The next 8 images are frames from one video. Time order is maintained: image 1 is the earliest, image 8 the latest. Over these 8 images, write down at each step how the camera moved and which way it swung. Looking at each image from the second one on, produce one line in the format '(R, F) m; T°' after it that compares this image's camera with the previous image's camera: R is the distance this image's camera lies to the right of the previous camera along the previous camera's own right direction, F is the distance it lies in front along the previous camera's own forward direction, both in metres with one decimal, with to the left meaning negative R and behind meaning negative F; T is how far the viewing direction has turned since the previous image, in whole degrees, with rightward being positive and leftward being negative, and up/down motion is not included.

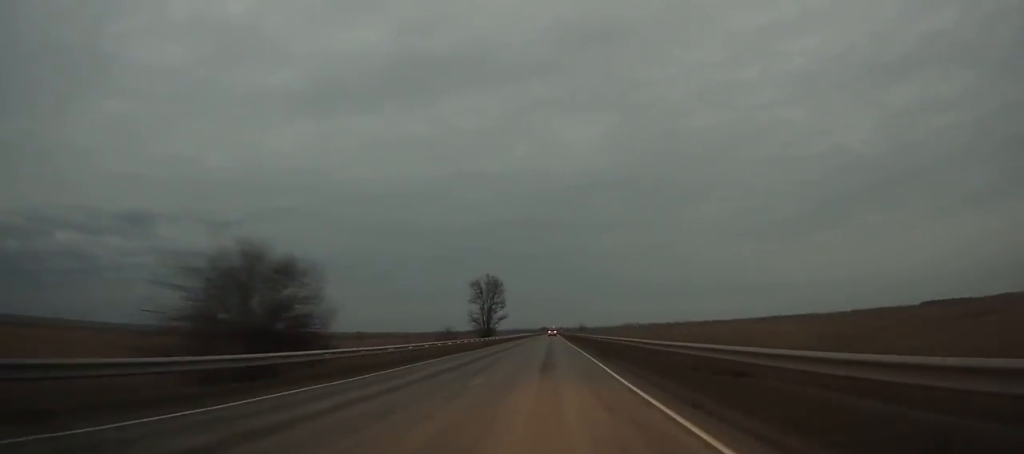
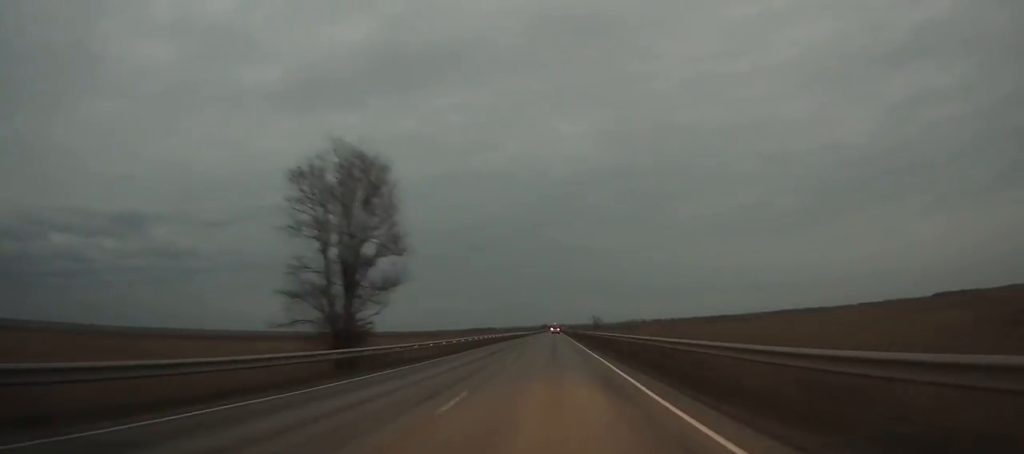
(-0.1, +63.4) m; 0°
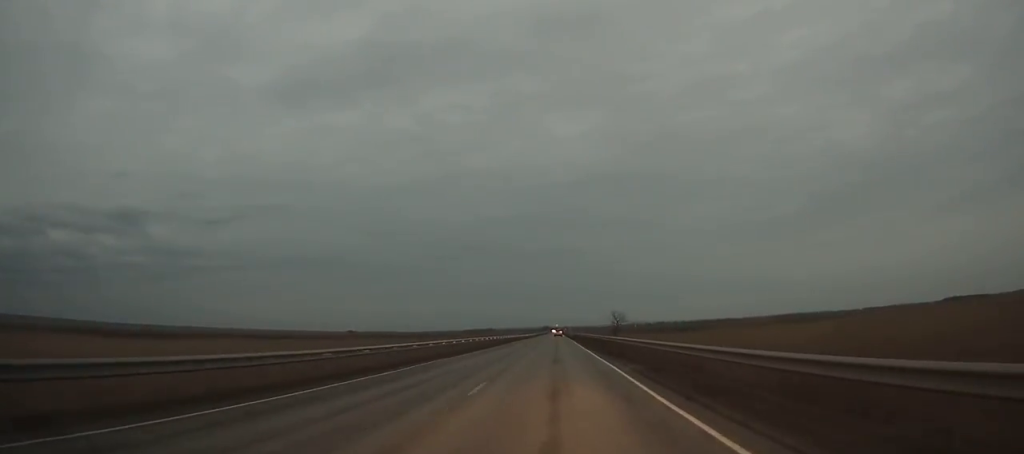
(0.0, +44.3) m; 0°
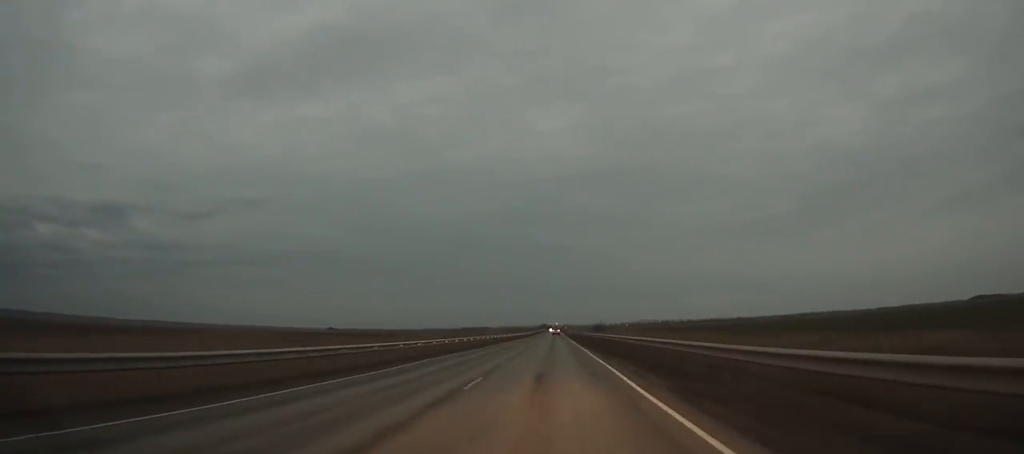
(+0.3, +140.8) m; 0°
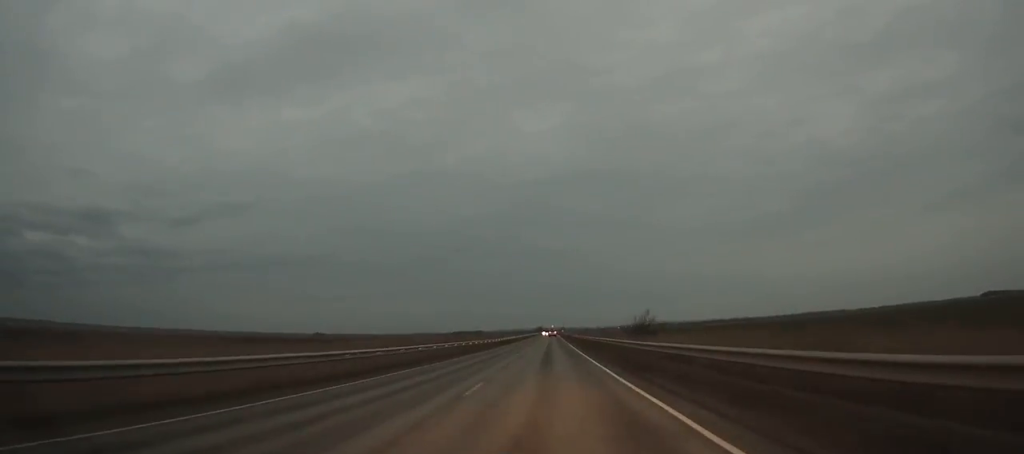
(-0.2, +72.0) m; 0°
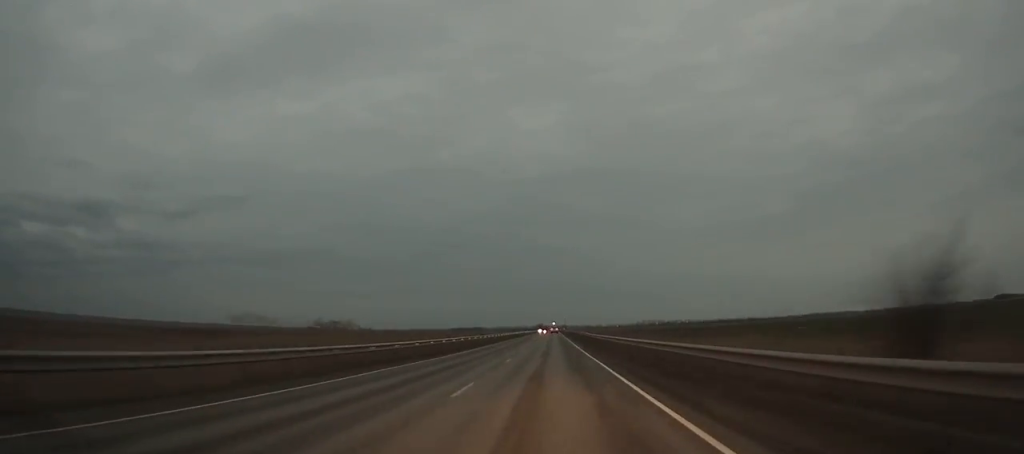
(-0.1, +49.4) m; 0°
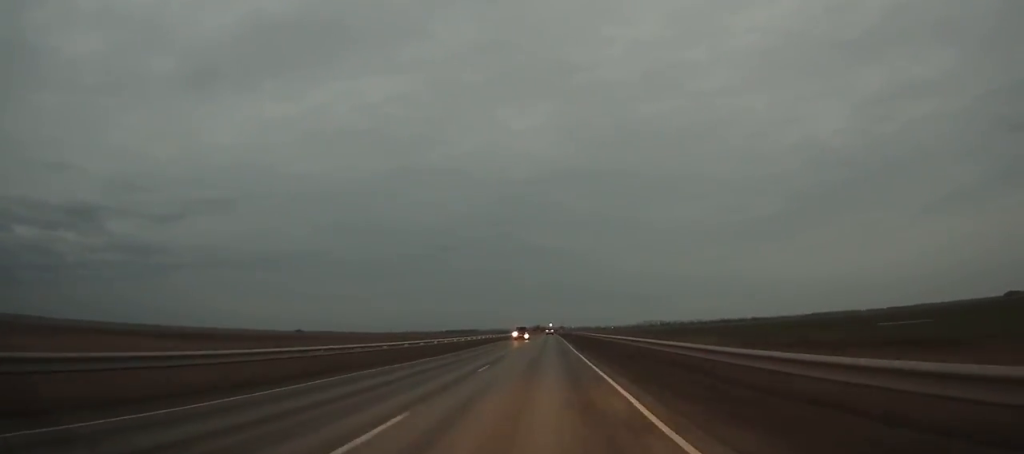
(0.0, +52.7) m; 0°
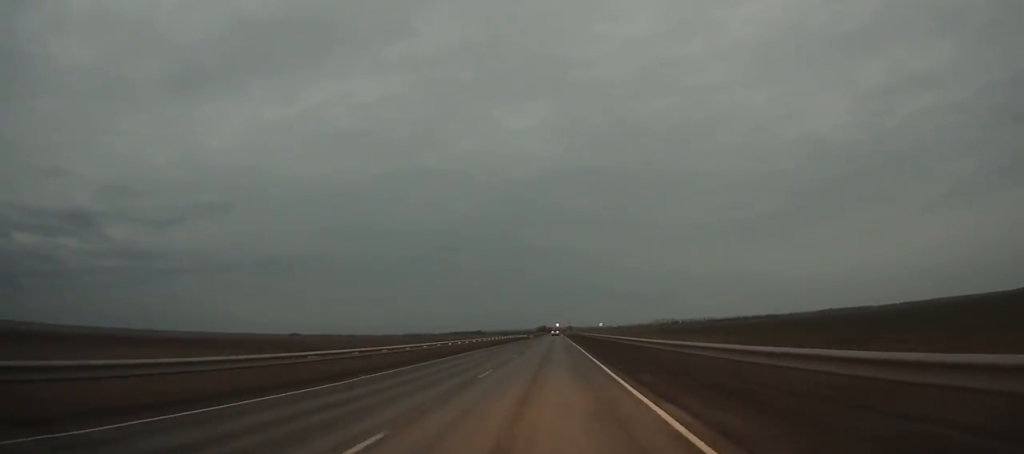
(0.0, +60.6) m; 0°
